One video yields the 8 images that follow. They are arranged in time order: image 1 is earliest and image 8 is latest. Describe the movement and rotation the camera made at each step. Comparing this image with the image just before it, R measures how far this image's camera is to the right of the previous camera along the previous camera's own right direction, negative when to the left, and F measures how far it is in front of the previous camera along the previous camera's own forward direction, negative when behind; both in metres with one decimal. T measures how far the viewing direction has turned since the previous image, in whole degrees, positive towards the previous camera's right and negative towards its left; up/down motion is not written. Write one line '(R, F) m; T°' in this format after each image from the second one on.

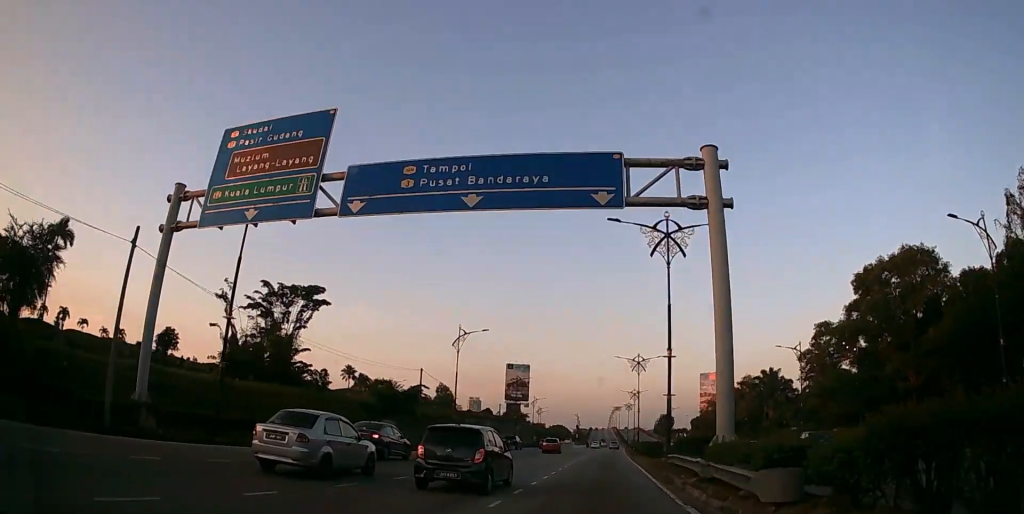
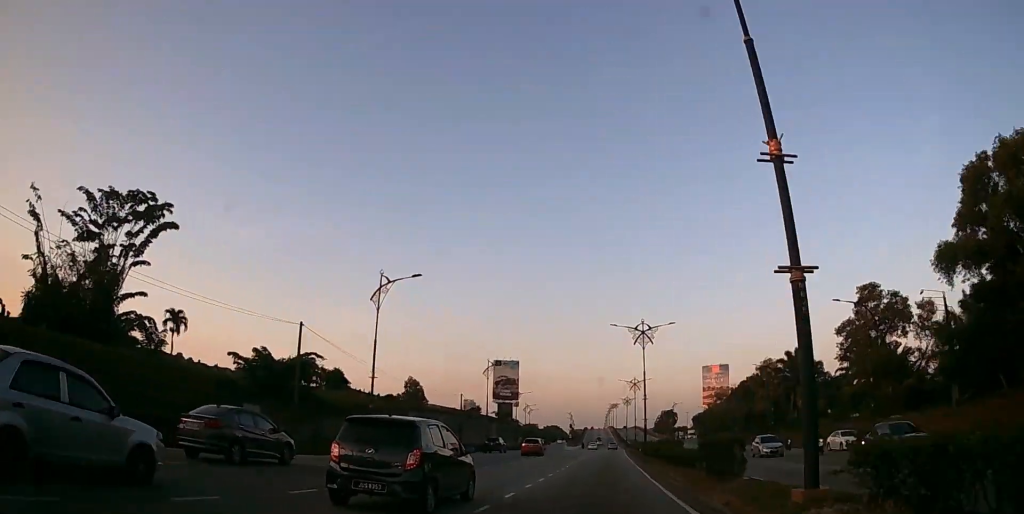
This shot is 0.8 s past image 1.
(-0.1, +19.7) m; 0°
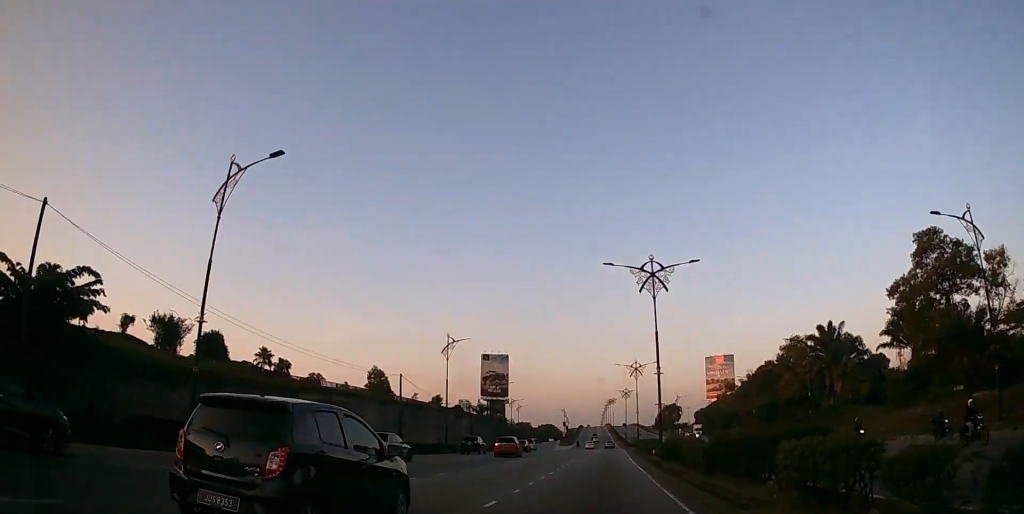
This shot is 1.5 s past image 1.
(+0.1, +18.2) m; +1°
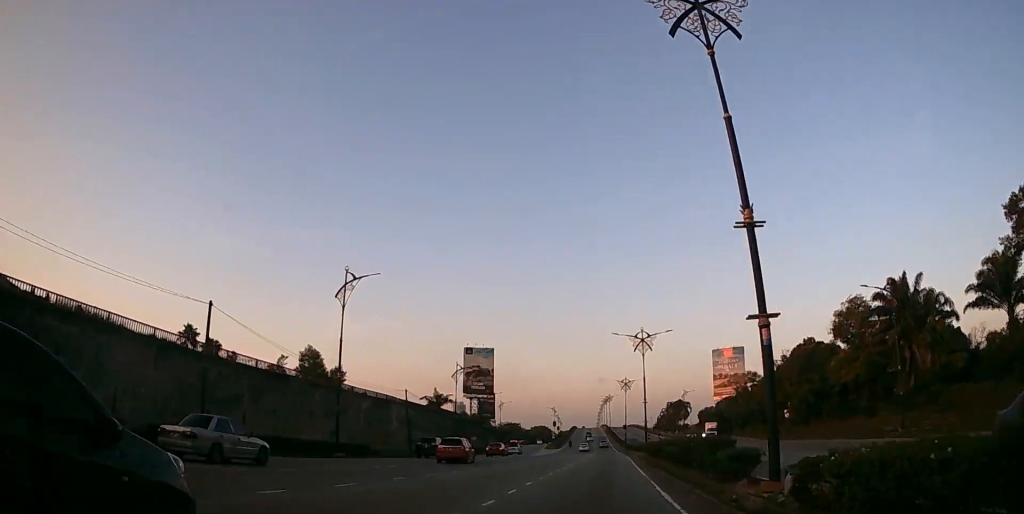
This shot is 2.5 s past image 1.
(+0.2, +23.4) m; +1°
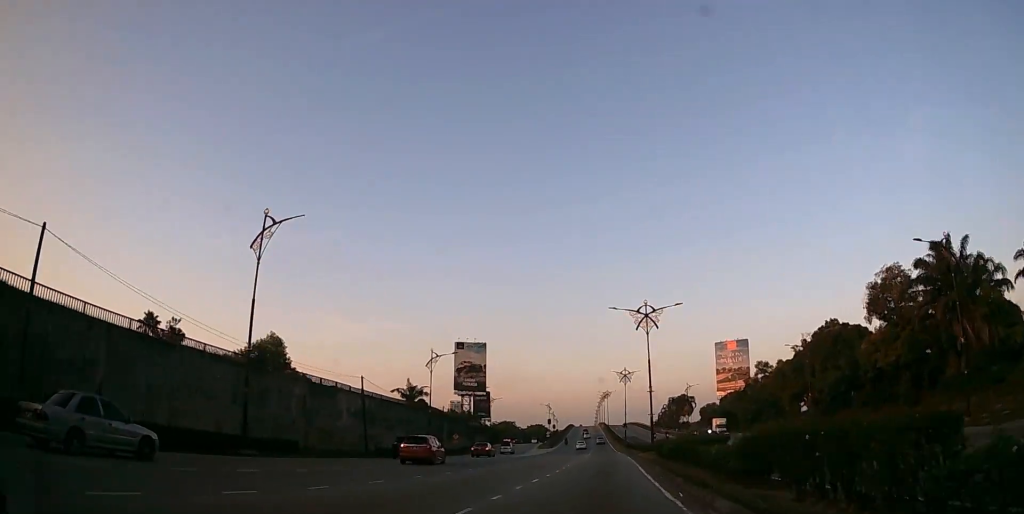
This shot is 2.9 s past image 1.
(0.0, +11.0) m; 0°
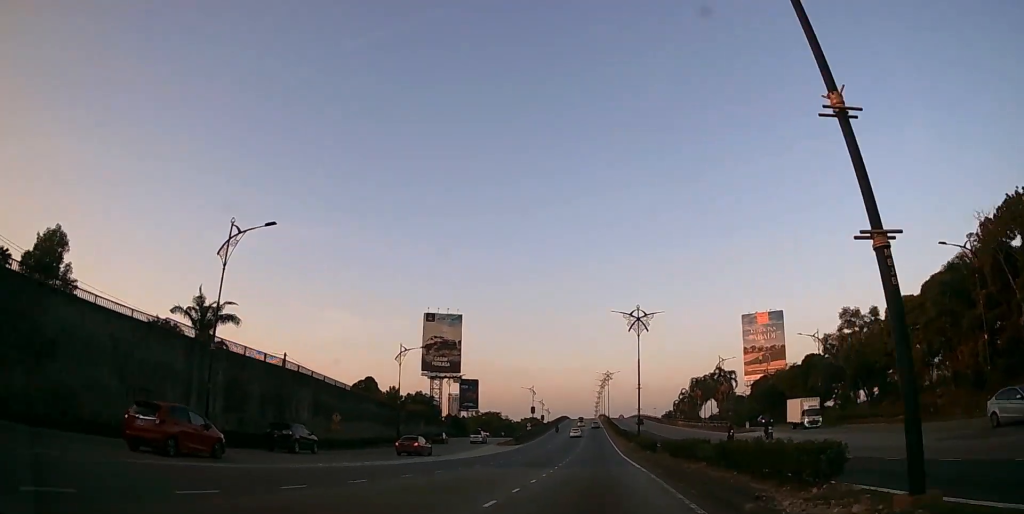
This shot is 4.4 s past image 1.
(+0.2, +39.5) m; 0°
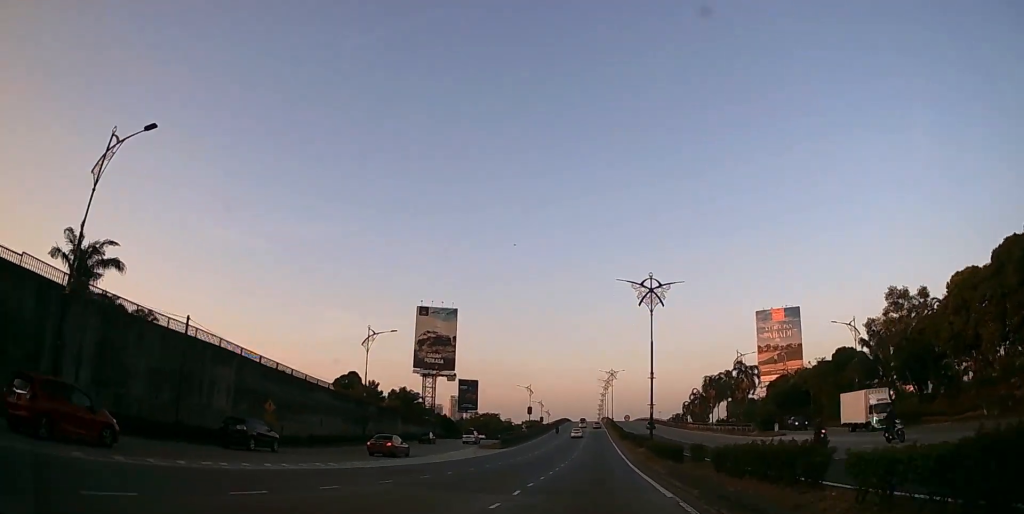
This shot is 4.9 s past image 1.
(+0.1, +11.0) m; 0°
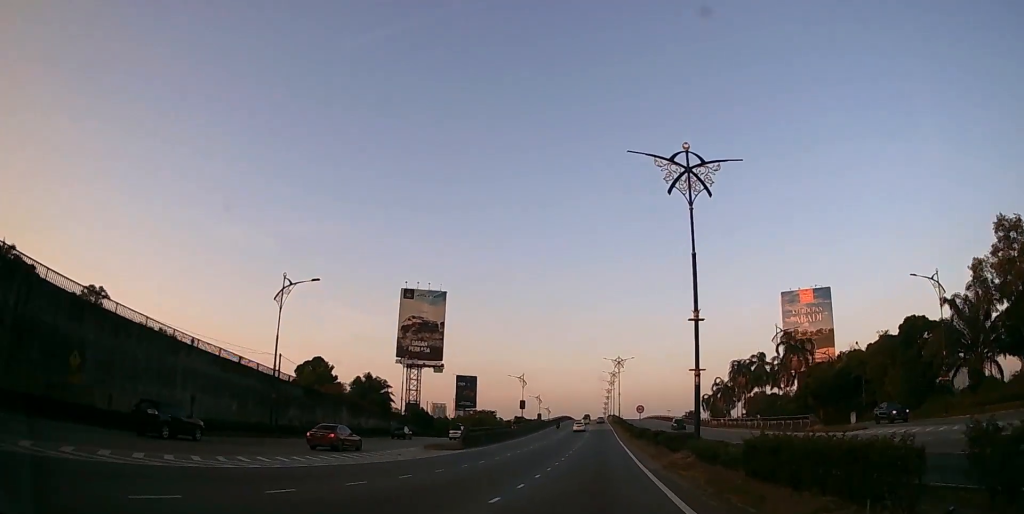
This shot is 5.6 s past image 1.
(-0.1, +18.7) m; 0°
